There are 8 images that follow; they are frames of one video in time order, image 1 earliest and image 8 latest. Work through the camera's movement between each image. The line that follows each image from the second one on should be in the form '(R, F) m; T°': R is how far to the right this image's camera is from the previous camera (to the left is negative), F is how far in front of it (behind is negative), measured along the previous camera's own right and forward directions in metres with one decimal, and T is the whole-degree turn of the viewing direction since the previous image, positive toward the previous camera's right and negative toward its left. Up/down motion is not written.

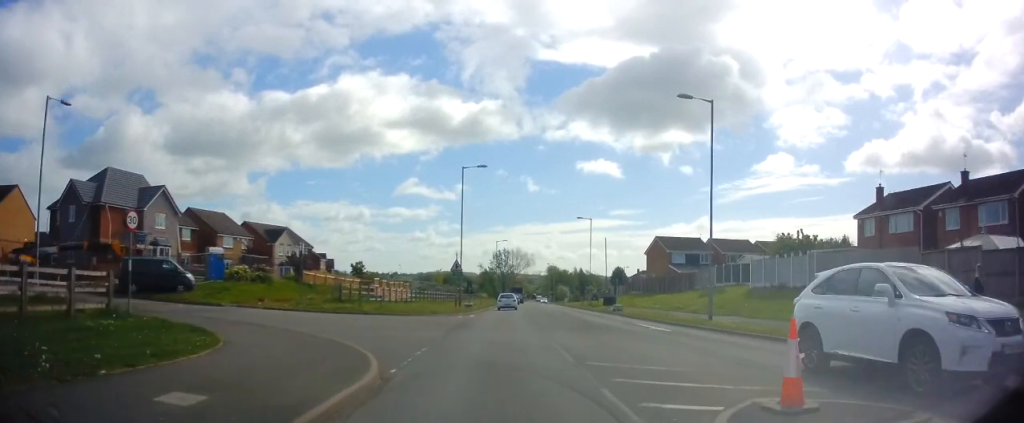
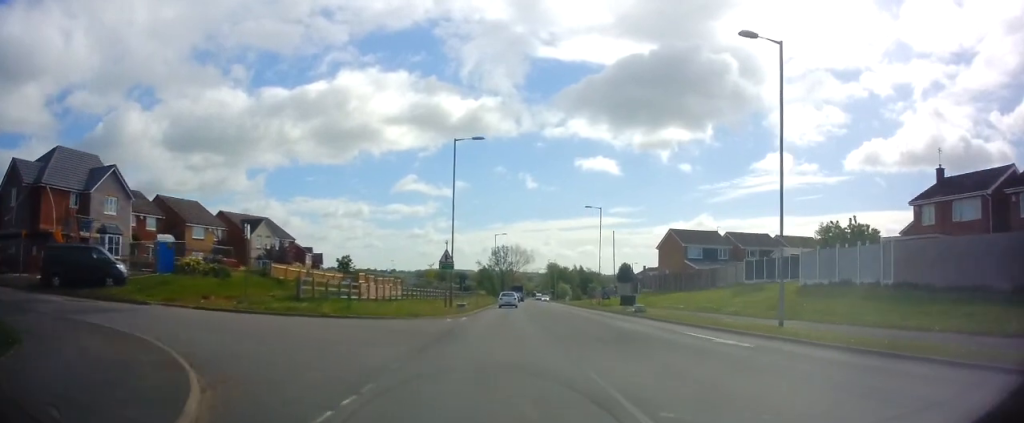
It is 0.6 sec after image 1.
(-0.3, +6.6) m; 0°
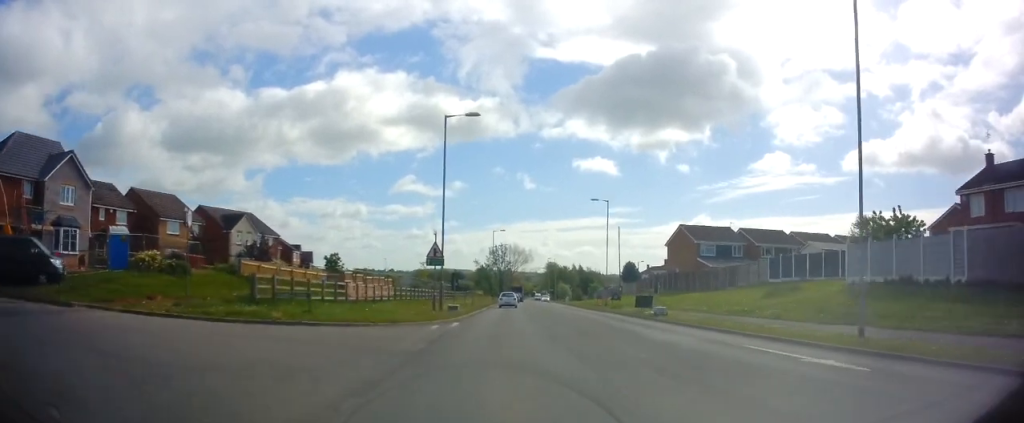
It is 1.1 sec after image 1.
(+0.1, +4.7) m; +1°
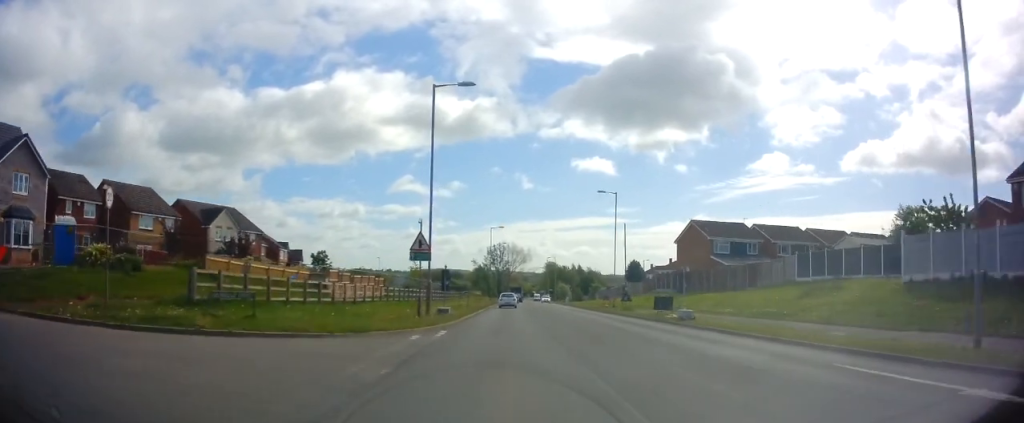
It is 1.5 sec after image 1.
(+0.2, +4.4) m; +1°
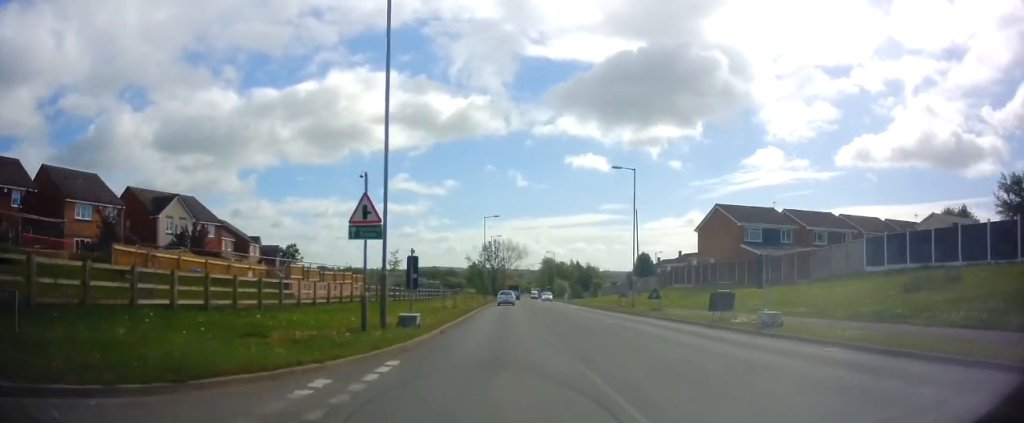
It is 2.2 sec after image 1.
(+0.1, +8.3) m; 0°
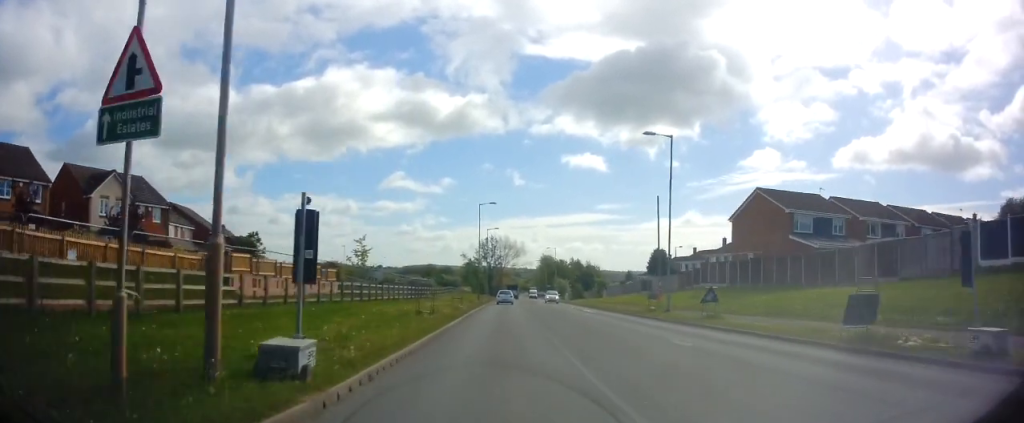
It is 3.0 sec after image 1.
(-0.1, +9.2) m; -2°
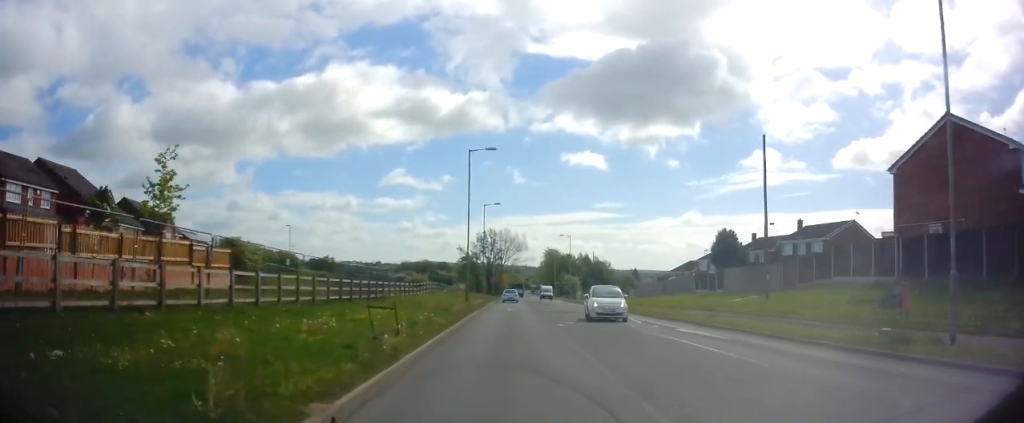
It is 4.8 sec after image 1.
(+0.1, +21.5) m; 0°
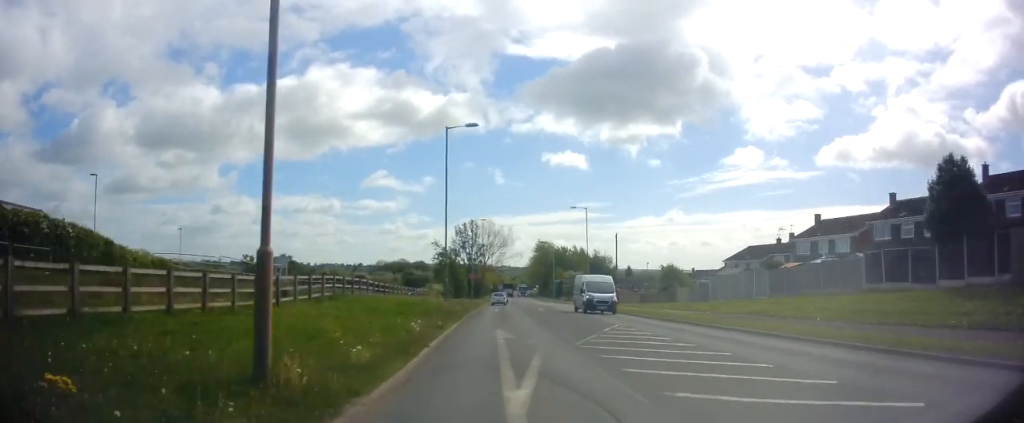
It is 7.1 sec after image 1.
(+0.6, +30.0) m; +3°
